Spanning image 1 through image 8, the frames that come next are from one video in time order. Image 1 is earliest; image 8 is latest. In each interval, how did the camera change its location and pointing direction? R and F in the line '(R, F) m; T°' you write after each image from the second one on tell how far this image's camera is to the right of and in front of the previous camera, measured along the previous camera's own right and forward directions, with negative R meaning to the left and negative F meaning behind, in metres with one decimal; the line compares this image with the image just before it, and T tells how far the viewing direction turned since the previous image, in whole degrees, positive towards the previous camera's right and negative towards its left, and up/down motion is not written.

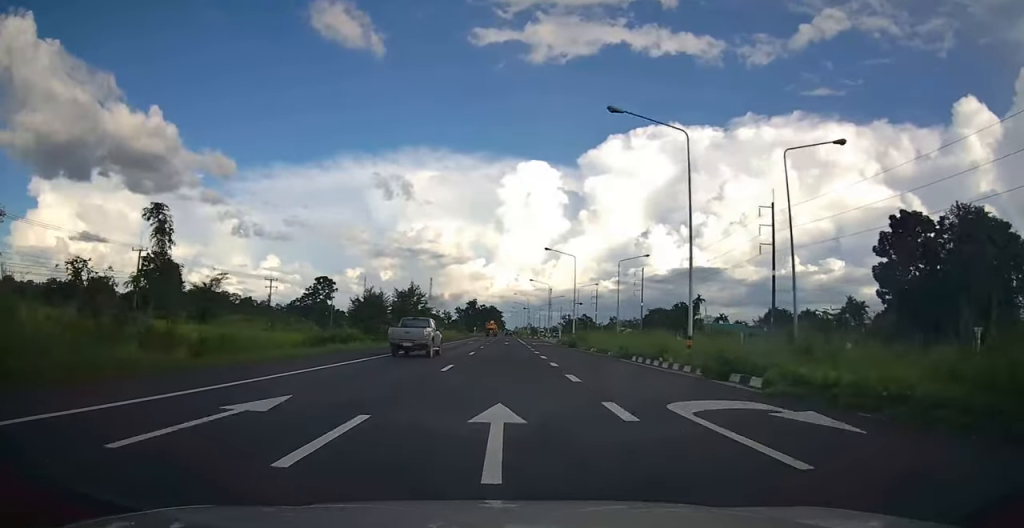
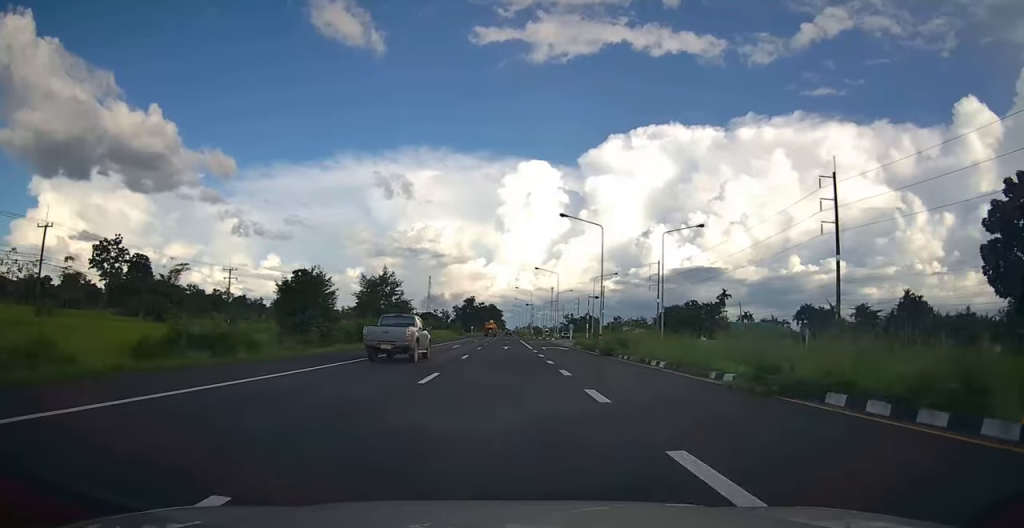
(0.0, +16.0) m; 0°
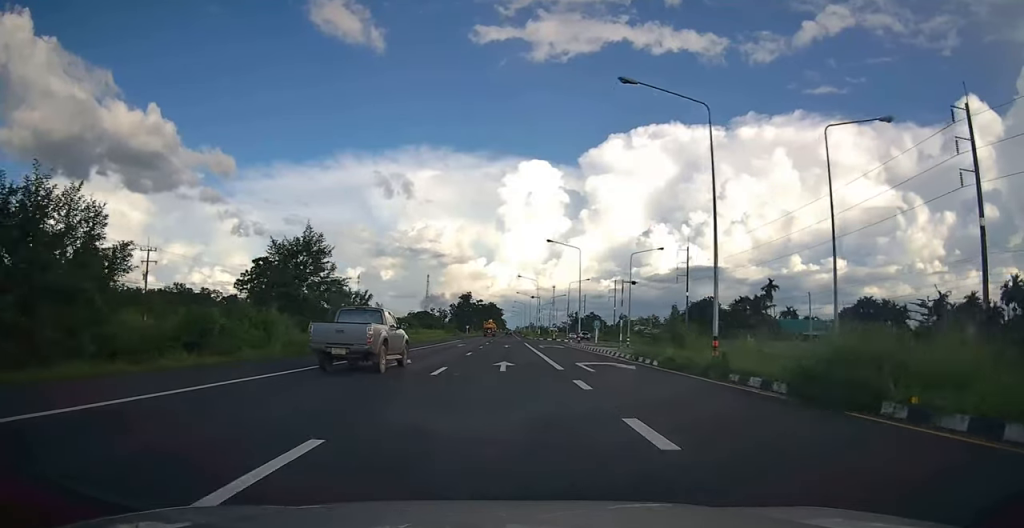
(0.0, +21.9) m; 0°
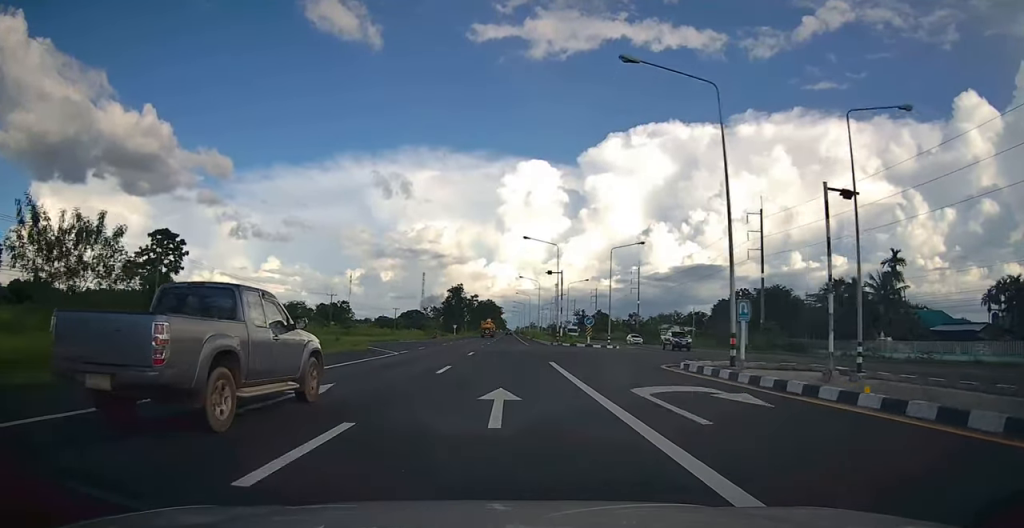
(+0.1, +34.6) m; 0°
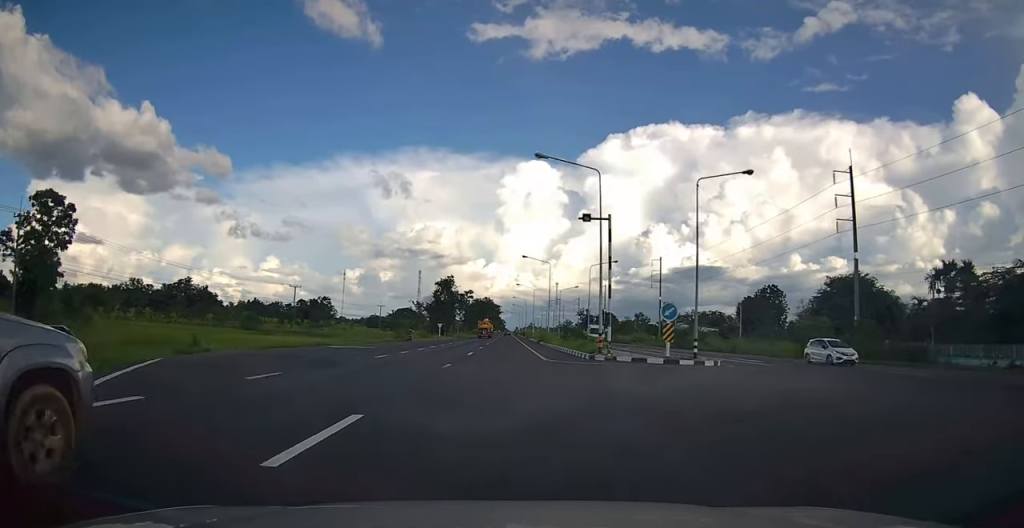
(-0.1, +23.4) m; 0°
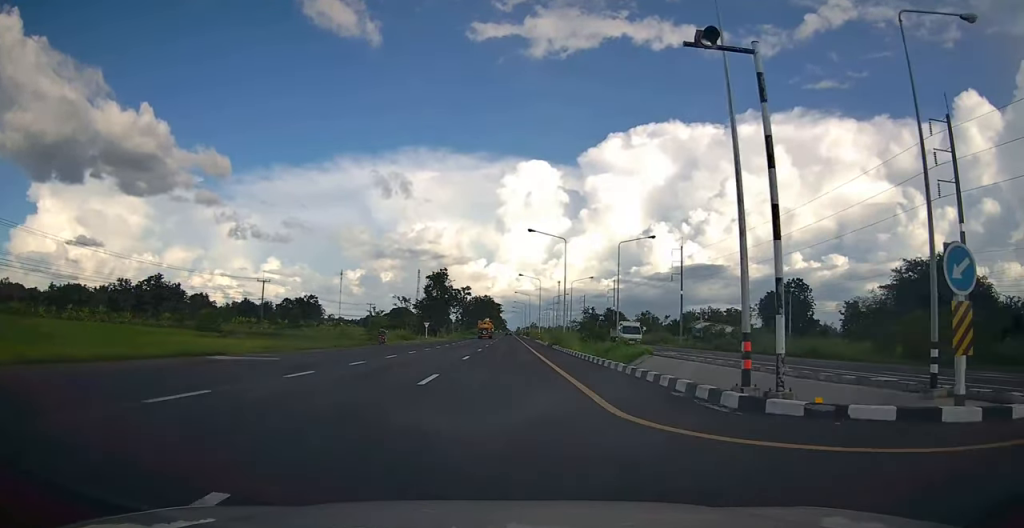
(0.0, +15.9) m; 0°
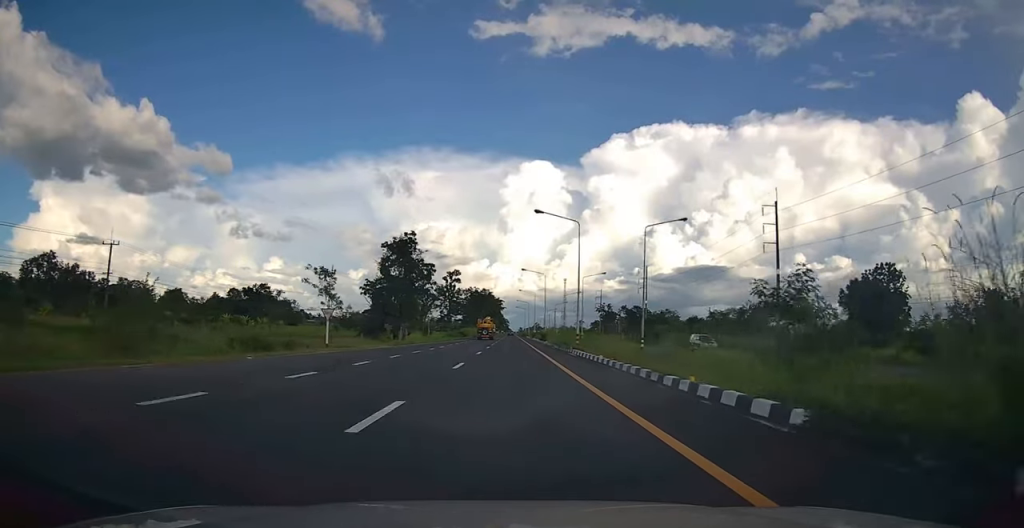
(+0.2, +42.4) m; 0°
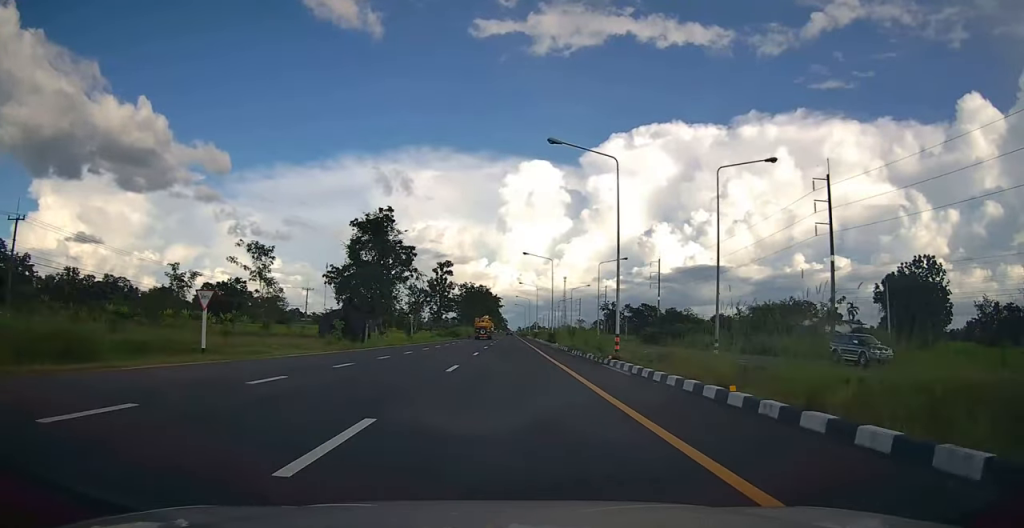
(0.0, +14.1) m; 0°
